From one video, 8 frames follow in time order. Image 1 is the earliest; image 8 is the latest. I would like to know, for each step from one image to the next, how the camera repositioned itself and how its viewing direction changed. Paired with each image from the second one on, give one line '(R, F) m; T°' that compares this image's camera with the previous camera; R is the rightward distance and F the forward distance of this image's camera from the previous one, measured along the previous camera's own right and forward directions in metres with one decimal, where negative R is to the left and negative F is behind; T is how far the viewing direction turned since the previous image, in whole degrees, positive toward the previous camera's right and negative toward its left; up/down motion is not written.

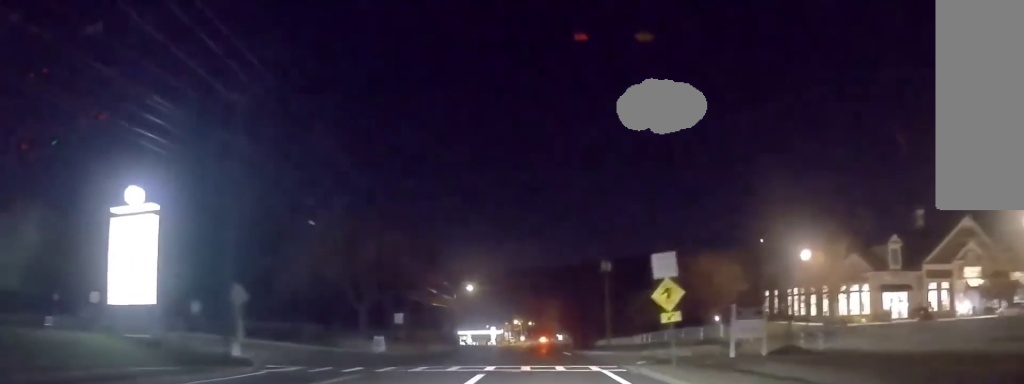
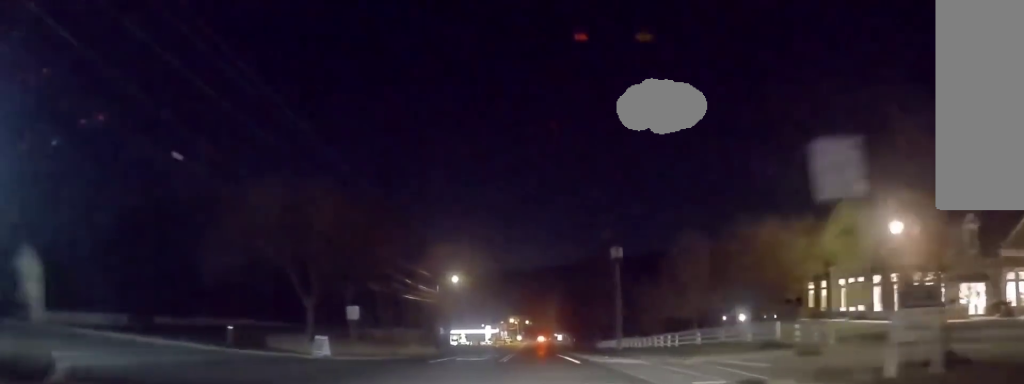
(-0.1, +11.1) m; 0°
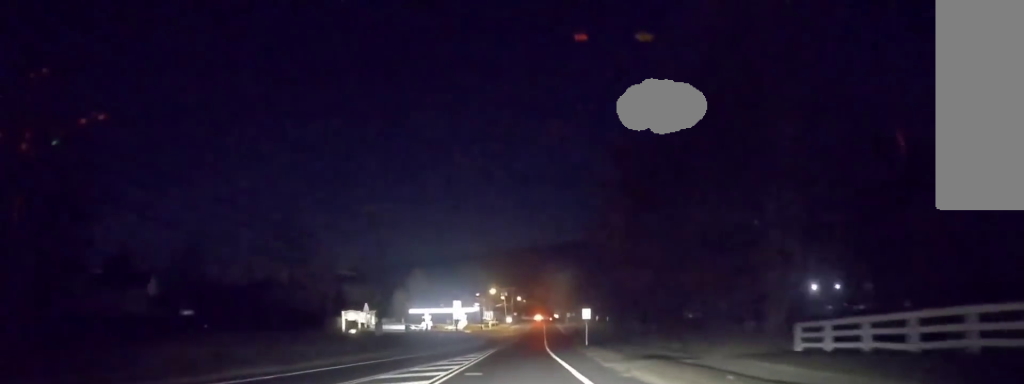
(+0.1, +67.2) m; +1°
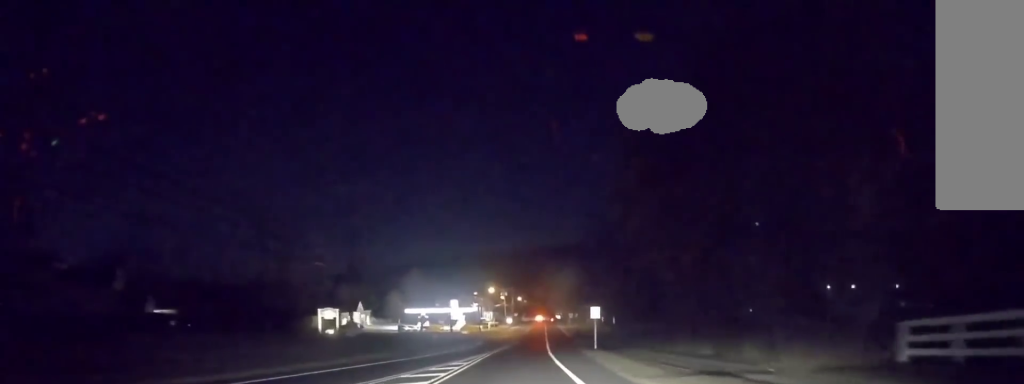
(0.0, +7.1) m; 0°
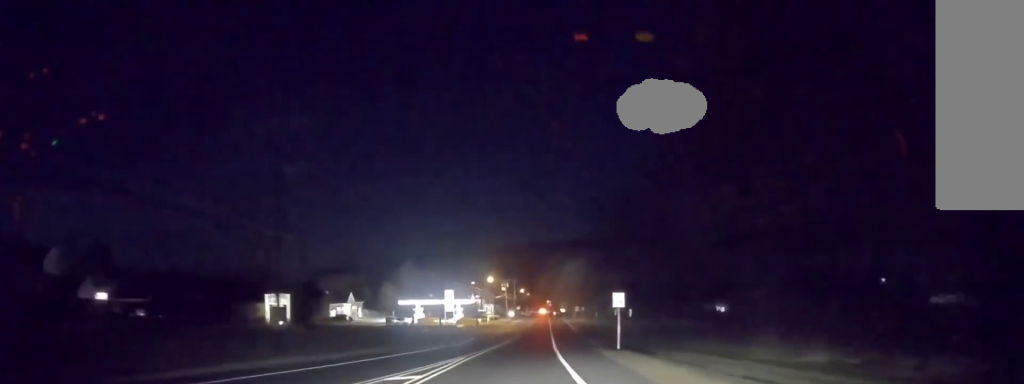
(0.0, +11.2) m; 0°
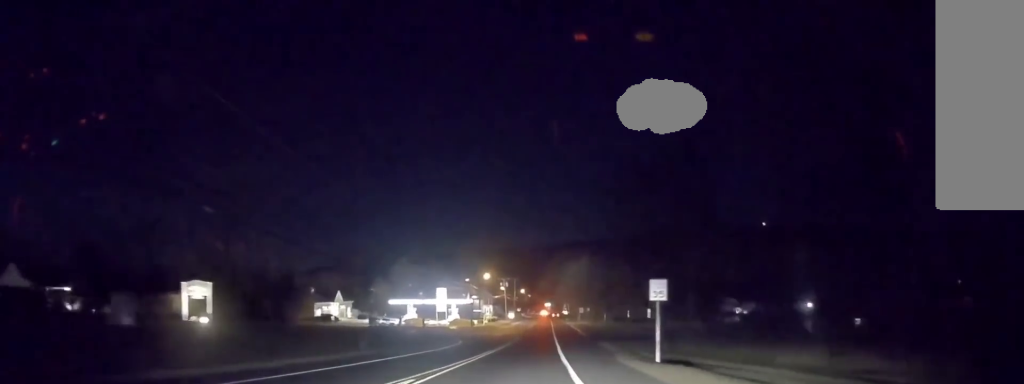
(0.0, +11.2) m; 0°
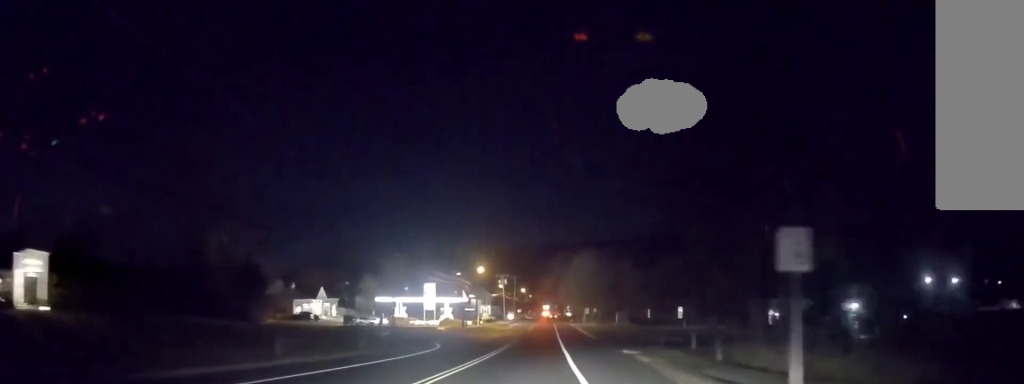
(0.0, +11.8) m; 0°
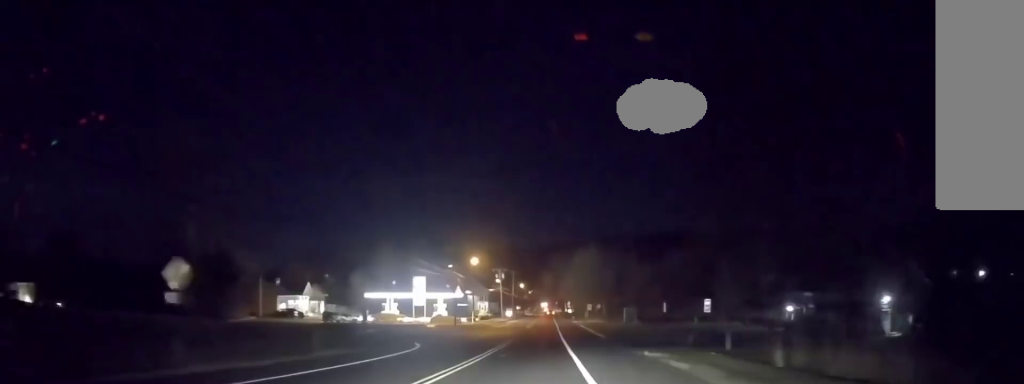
(-0.1, +7.6) m; 0°
